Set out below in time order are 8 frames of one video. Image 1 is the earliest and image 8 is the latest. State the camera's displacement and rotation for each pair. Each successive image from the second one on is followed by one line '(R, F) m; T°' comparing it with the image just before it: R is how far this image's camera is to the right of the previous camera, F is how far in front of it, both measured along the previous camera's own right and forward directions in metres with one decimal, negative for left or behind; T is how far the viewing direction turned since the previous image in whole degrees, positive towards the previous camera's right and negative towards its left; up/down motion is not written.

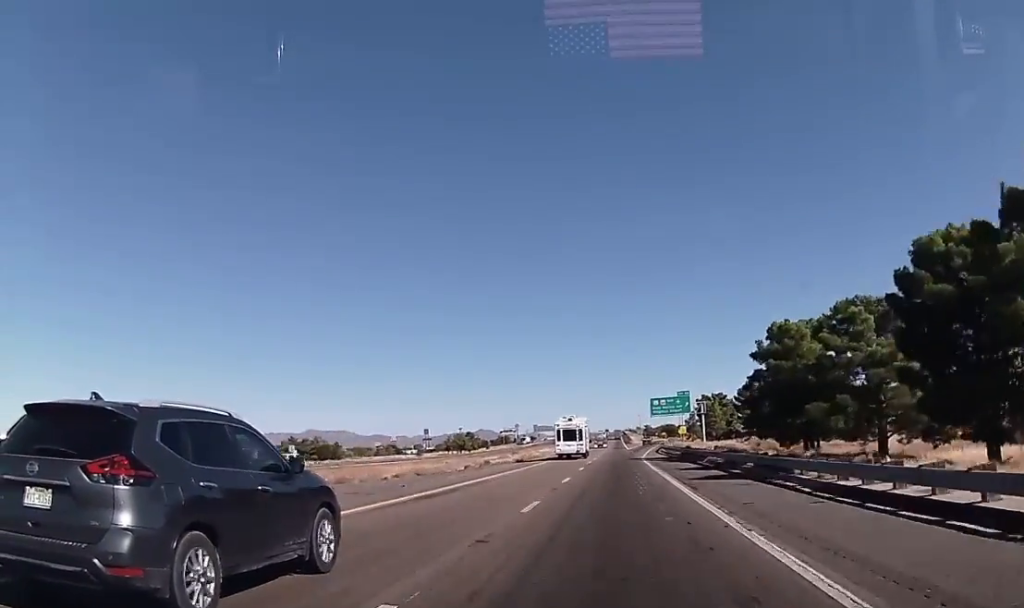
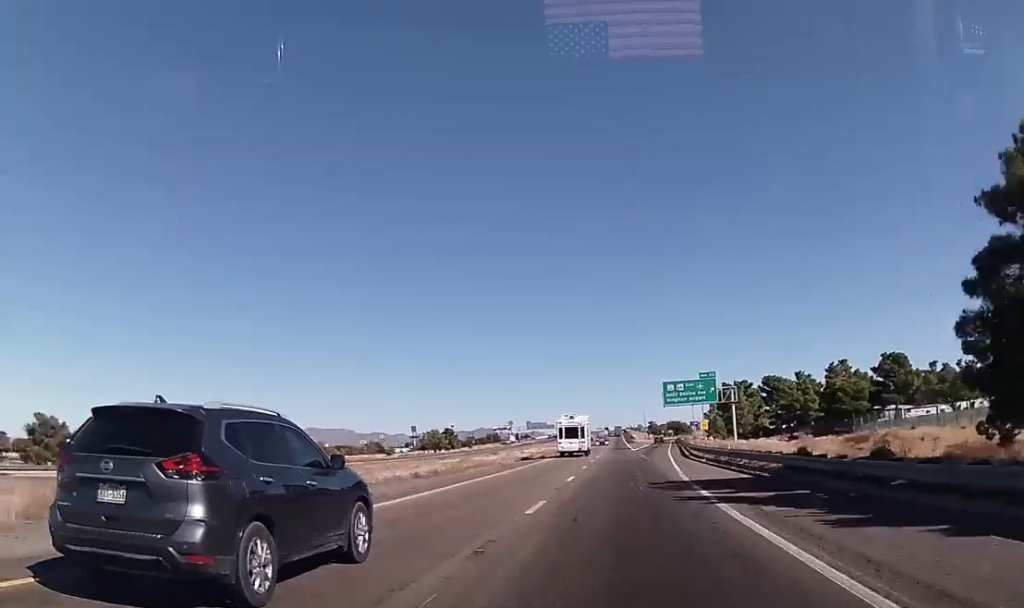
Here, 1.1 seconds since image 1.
(0.0, +37.6) m; 0°
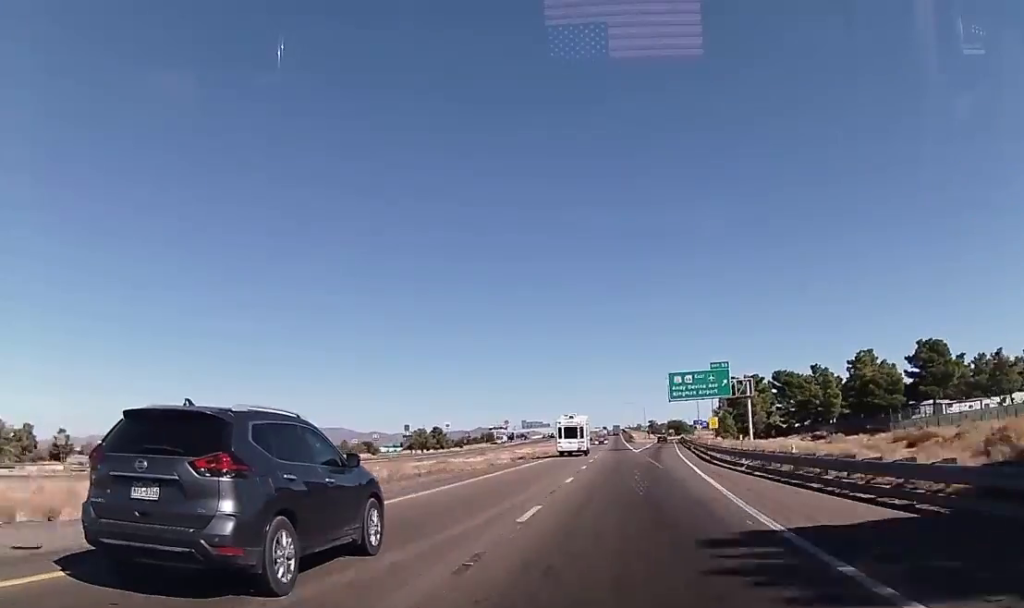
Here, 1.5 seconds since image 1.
(0.0, +14.1) m; 0°
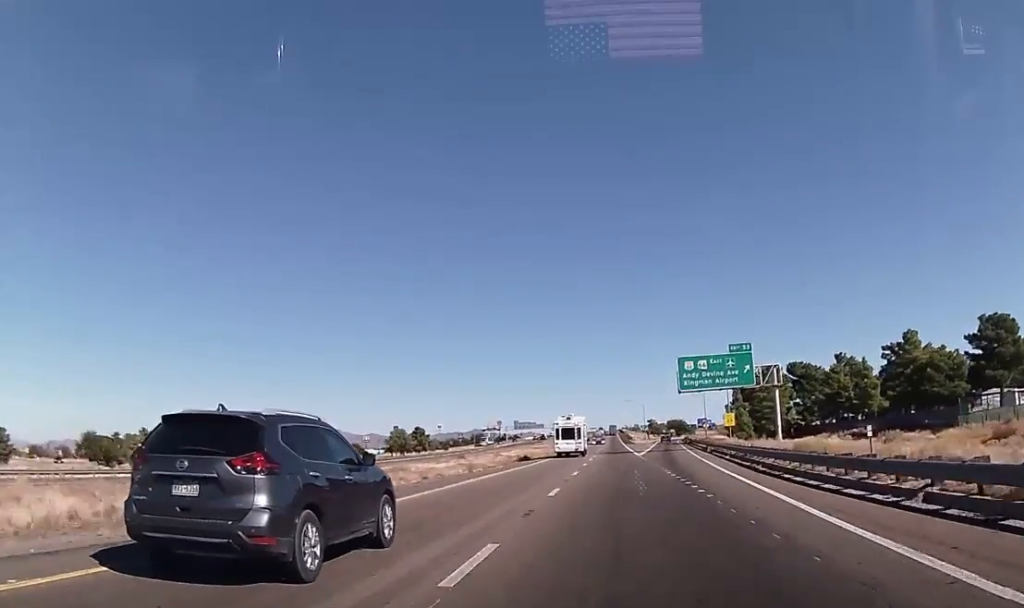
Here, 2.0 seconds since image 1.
(0.0, +18.5) m; 0°
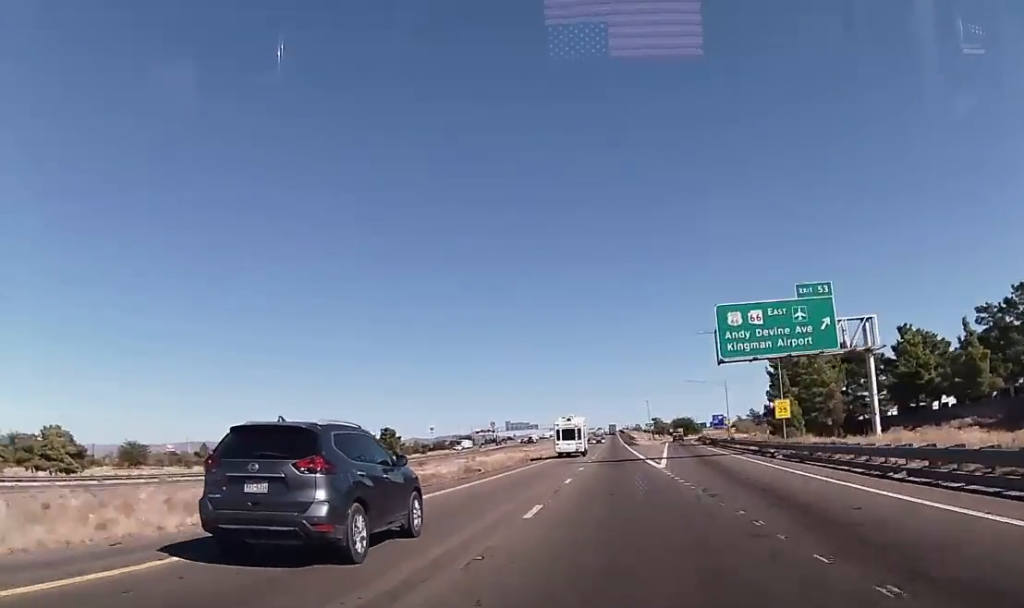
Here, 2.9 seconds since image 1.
(0.0, +29.9) m; 0°
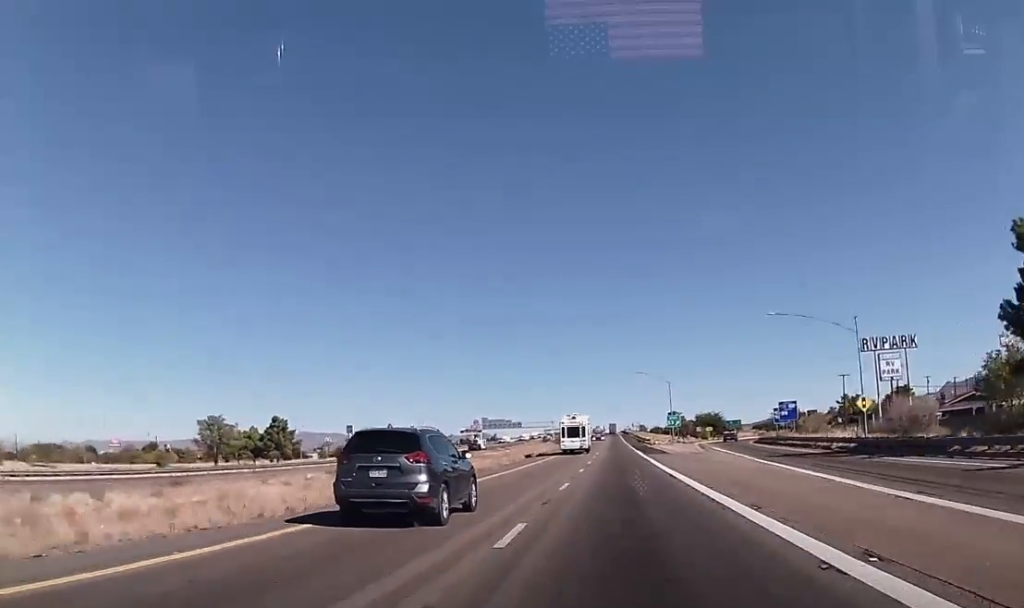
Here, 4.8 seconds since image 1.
(+0.4, +66.0) m; +1°
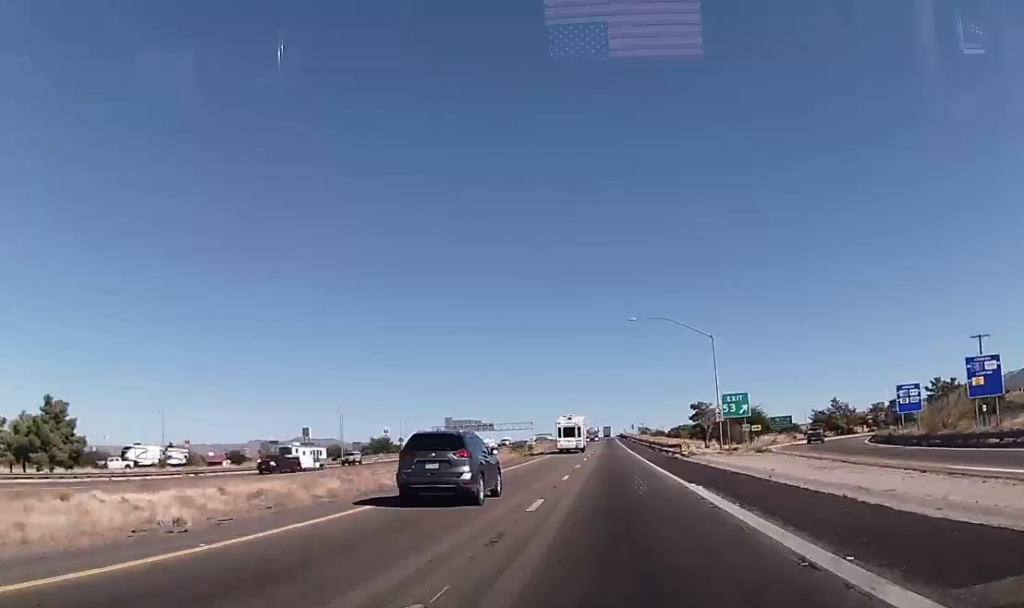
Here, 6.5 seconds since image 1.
(-0.2, +56.1) m; -1°
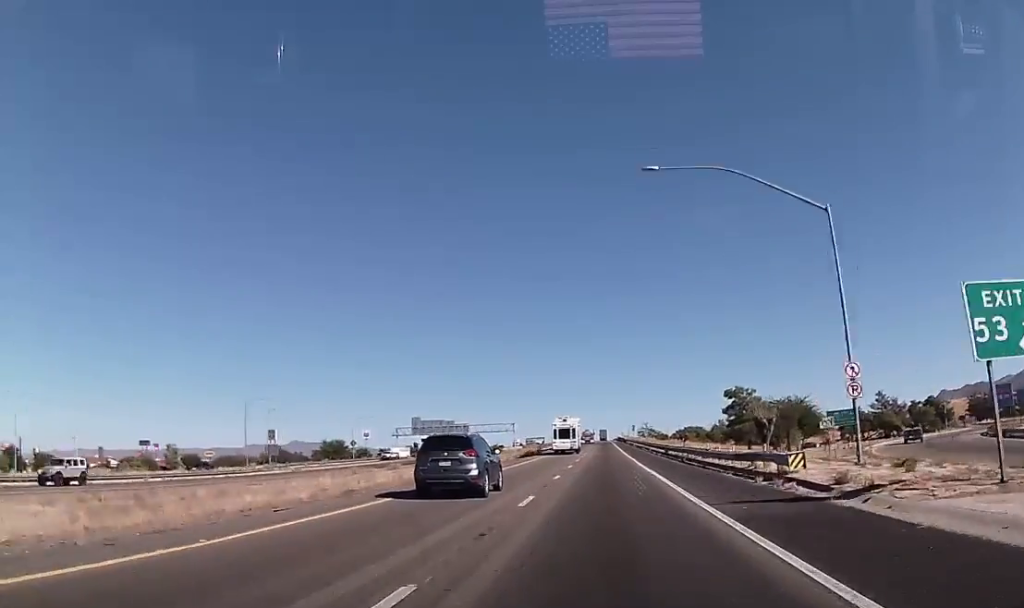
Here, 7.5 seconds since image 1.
(+0.1, +35.6) m; +1°
